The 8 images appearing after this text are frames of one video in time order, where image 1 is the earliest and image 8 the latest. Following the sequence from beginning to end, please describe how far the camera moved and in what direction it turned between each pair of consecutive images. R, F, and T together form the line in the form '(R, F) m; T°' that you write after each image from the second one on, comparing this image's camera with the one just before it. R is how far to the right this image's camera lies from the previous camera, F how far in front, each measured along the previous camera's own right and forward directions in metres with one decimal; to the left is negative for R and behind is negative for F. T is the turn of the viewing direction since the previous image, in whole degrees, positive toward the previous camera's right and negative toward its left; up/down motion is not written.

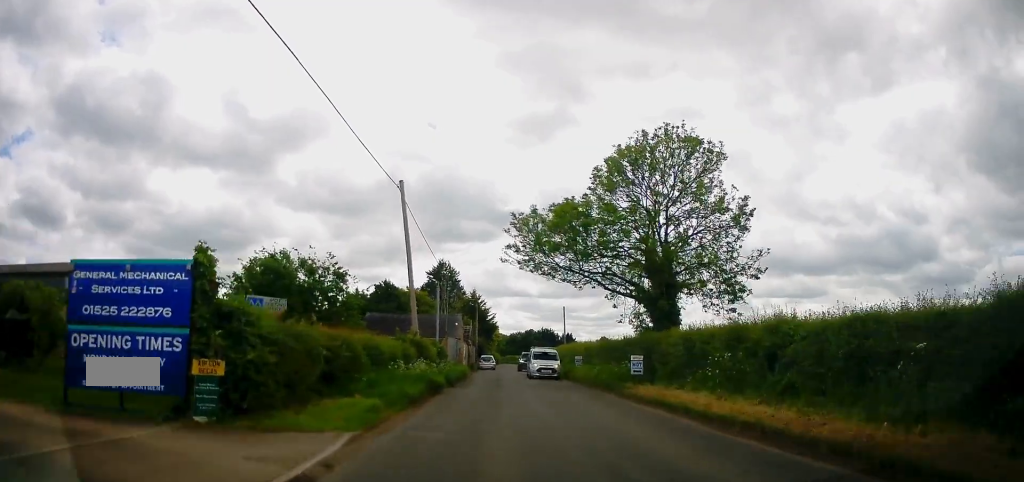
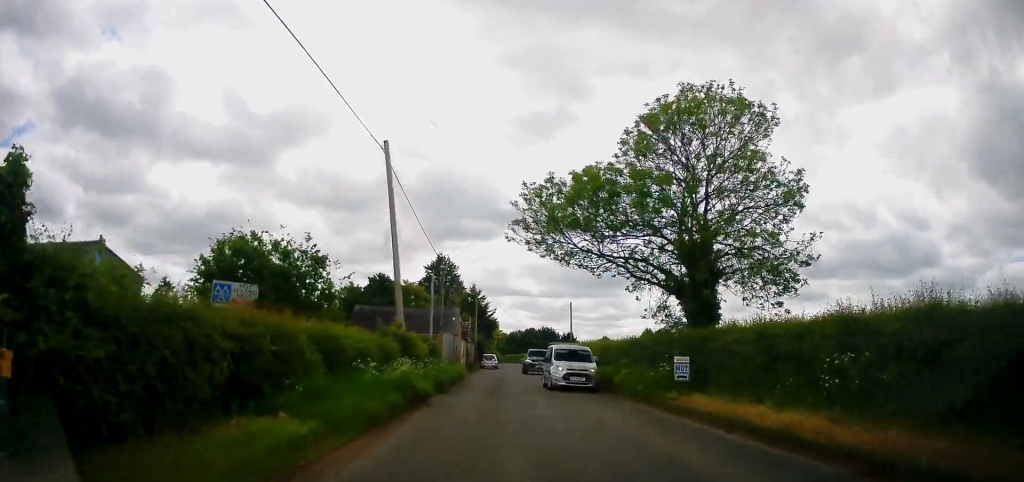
(0.0, +4.5) m; +1°
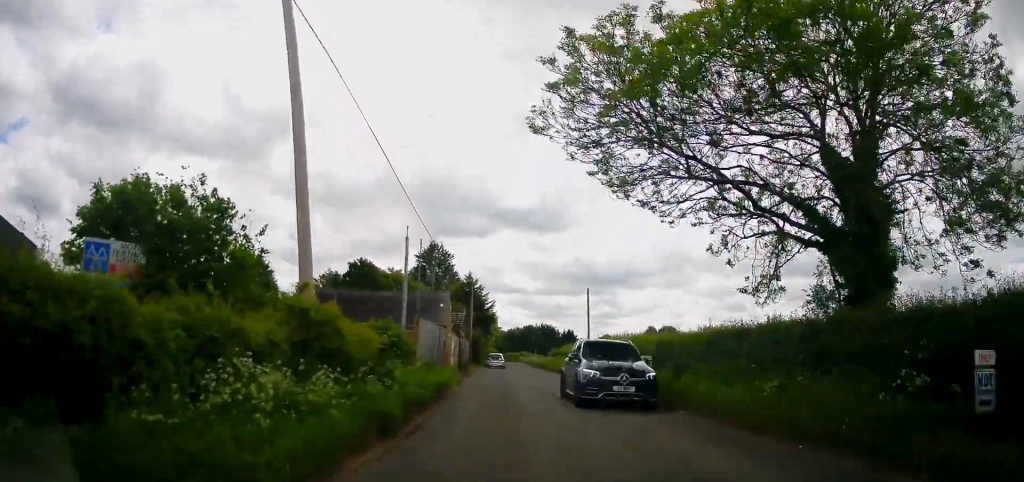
(+0.1, +10.6) m; +1°
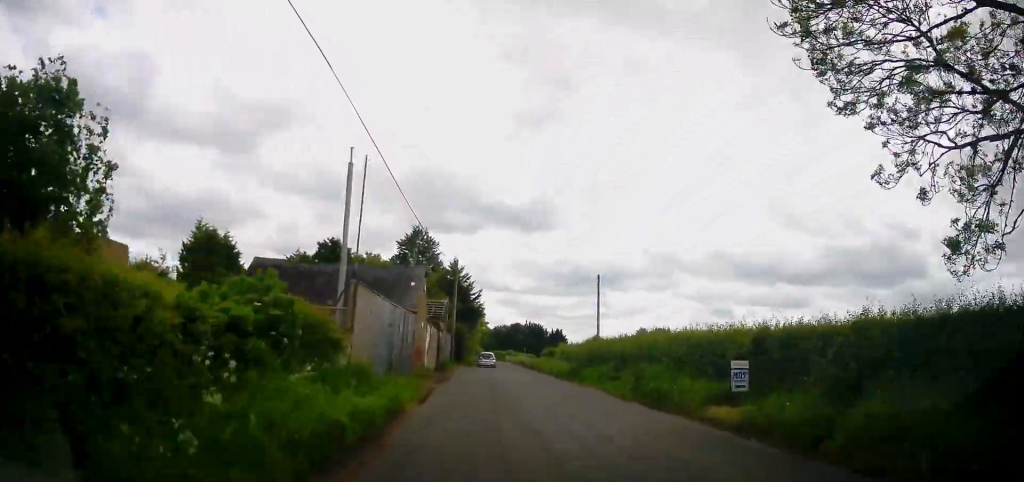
(0.0, +8.6) m; 0°
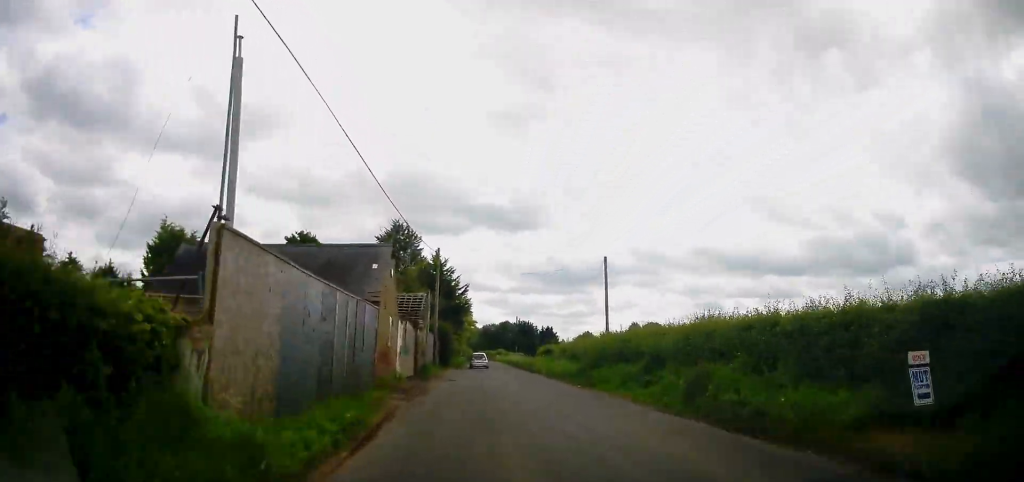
(0.0, +6.1) m; +1°
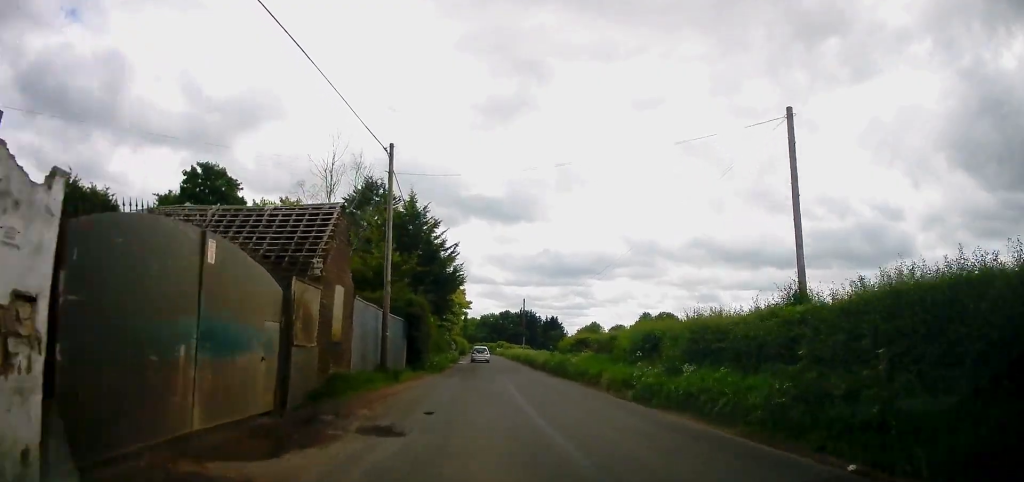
(+0.2, +19.8) m; +1°
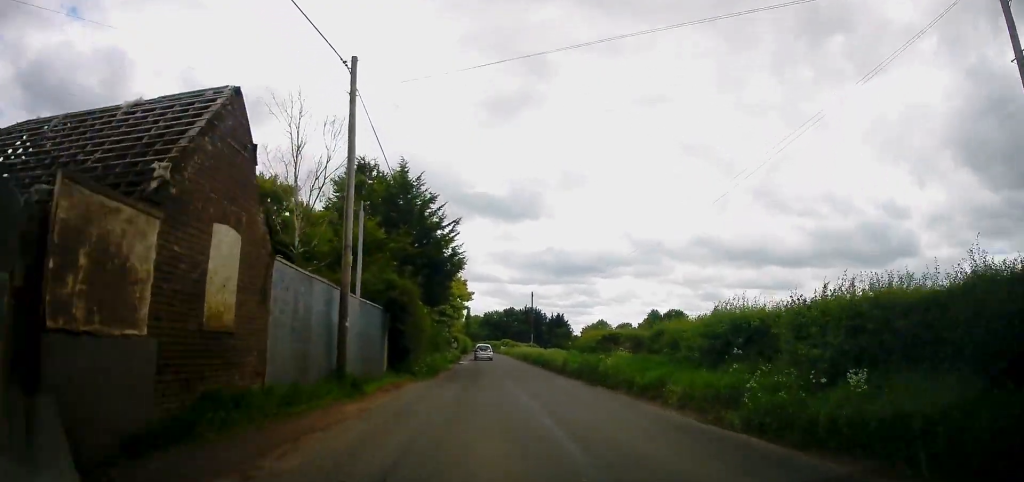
(-0.1, +6.6) m; 0°
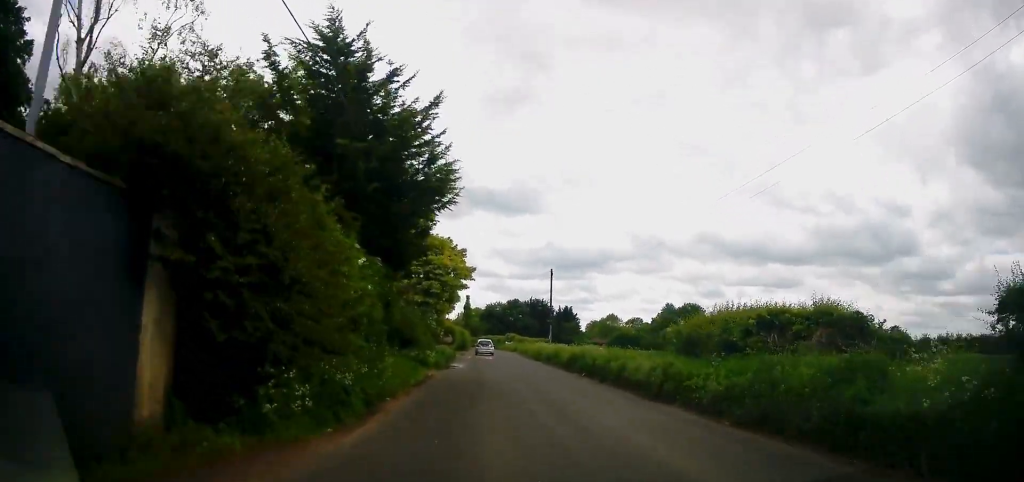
(+0.1, +16.2) m; -1°
